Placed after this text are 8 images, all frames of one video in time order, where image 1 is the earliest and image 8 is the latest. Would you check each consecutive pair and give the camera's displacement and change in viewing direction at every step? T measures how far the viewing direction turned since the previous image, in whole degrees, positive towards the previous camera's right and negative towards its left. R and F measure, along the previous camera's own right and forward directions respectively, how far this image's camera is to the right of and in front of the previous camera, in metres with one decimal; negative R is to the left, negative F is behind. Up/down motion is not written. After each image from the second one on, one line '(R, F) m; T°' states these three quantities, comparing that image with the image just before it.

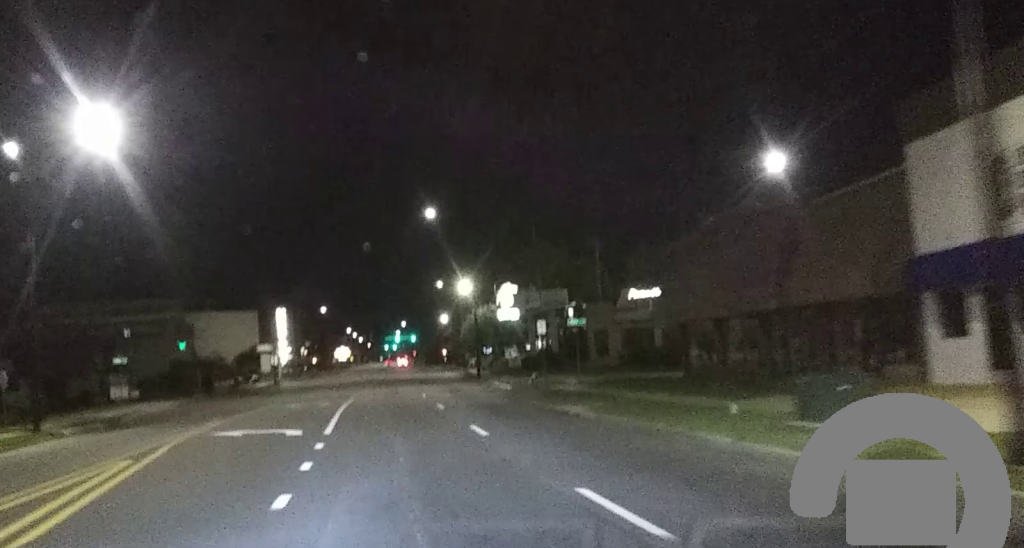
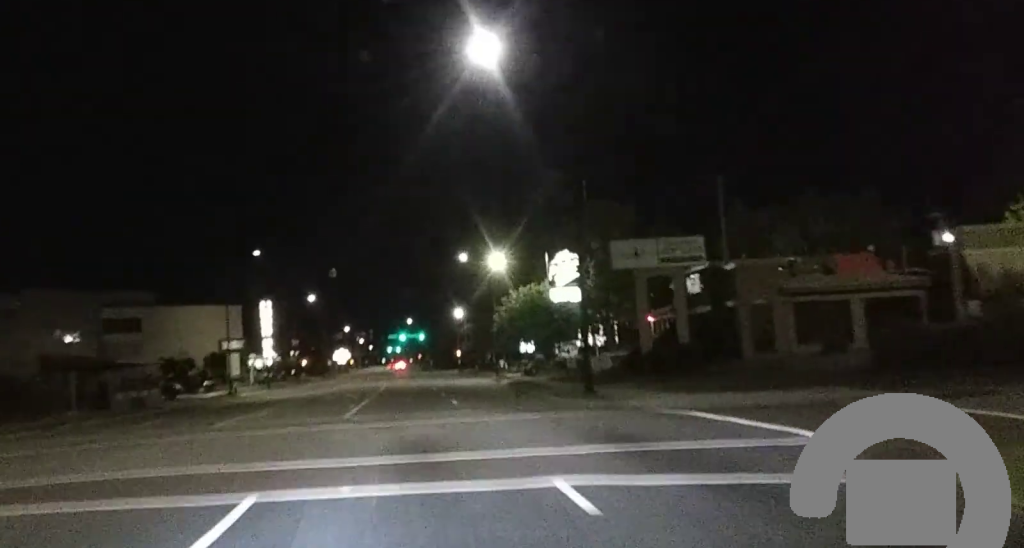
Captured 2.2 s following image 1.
(+0.6, +36.1) m; +1°
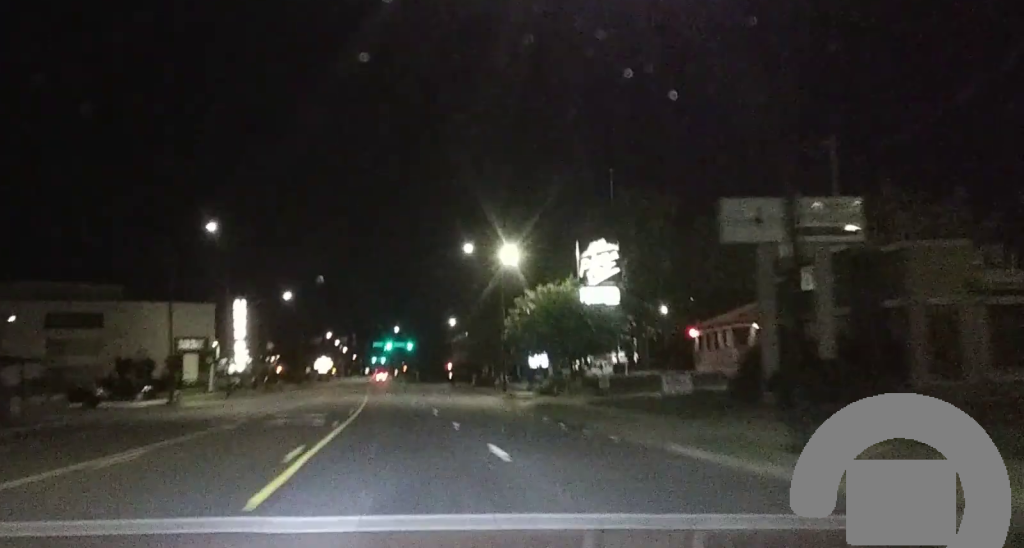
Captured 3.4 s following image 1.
(-0.1, +18.4) m; 0°
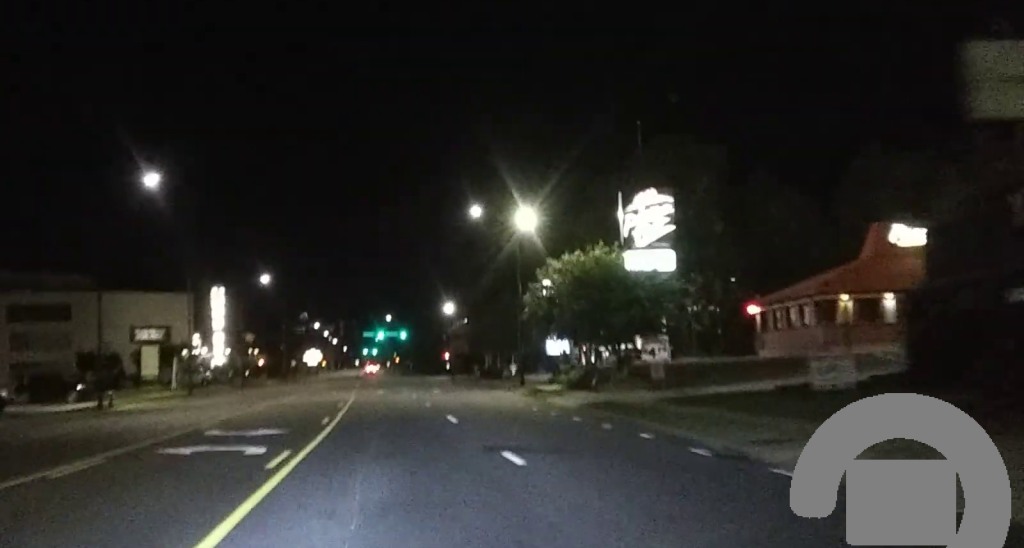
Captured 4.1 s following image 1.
(0.0, +11.9) m; 0°
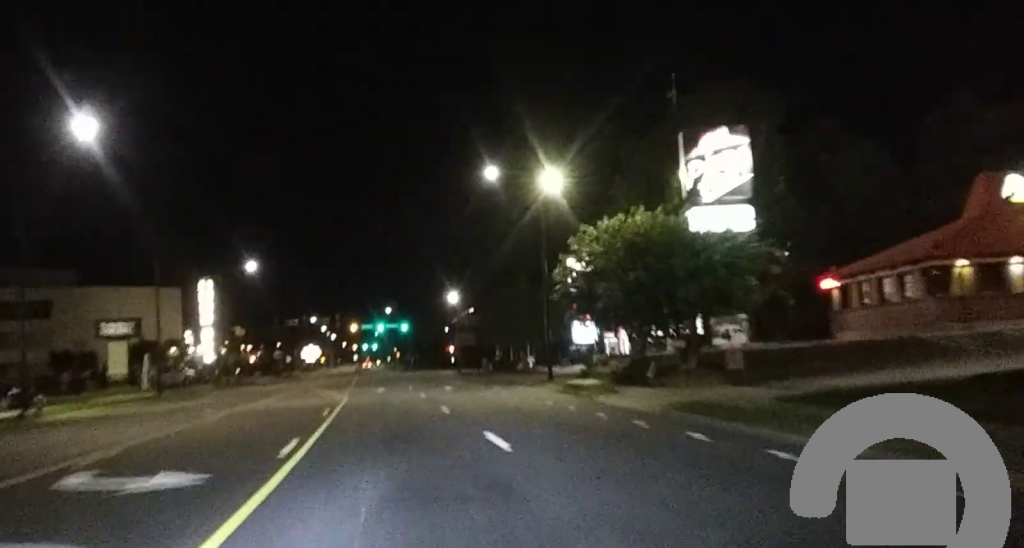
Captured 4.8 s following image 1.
(+0.3, +10.9) m; 0°
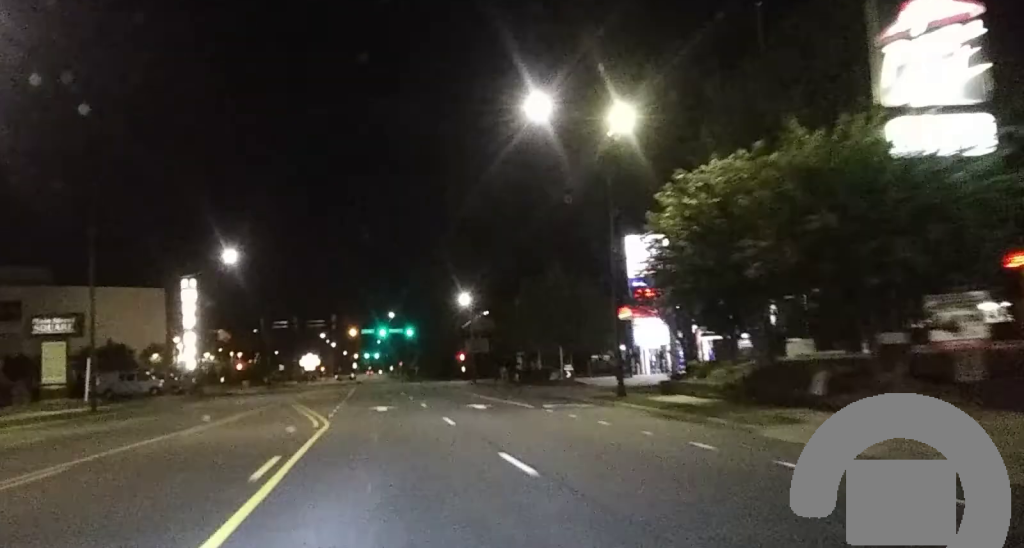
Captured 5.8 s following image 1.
(-0.4, +16.3) m; -1°
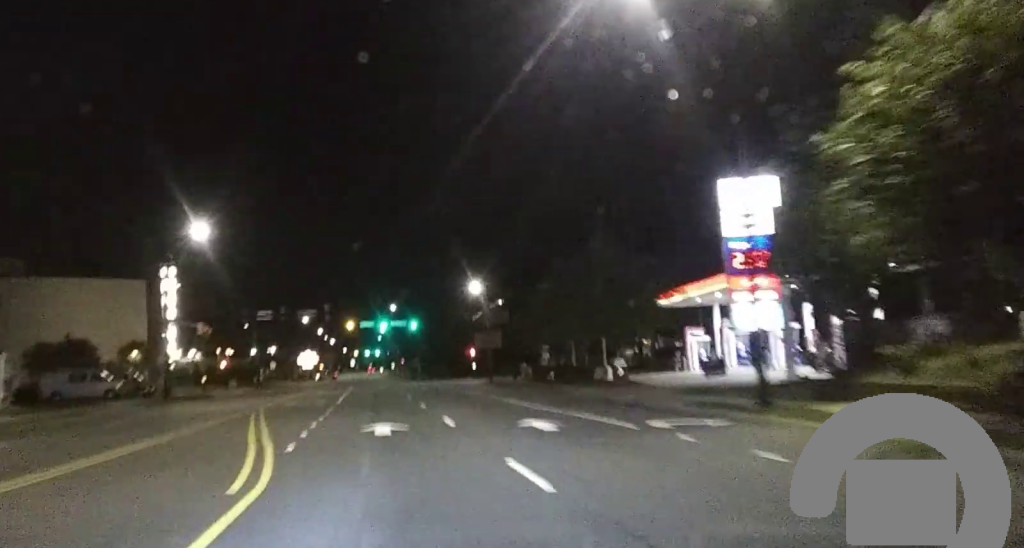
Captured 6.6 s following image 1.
(+0.1, +12.9) m; +1°
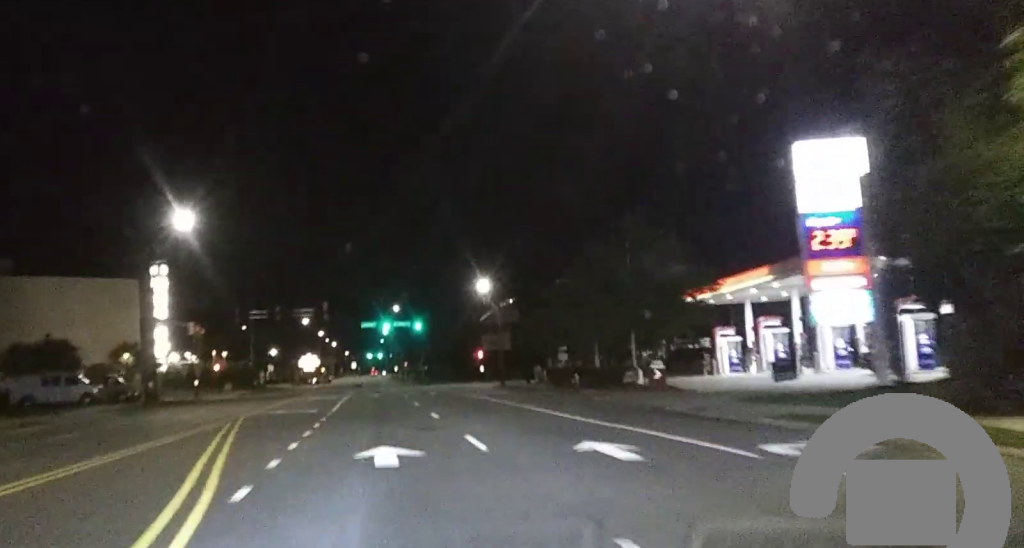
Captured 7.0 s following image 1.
(0.0, +6.4) m; 0°
